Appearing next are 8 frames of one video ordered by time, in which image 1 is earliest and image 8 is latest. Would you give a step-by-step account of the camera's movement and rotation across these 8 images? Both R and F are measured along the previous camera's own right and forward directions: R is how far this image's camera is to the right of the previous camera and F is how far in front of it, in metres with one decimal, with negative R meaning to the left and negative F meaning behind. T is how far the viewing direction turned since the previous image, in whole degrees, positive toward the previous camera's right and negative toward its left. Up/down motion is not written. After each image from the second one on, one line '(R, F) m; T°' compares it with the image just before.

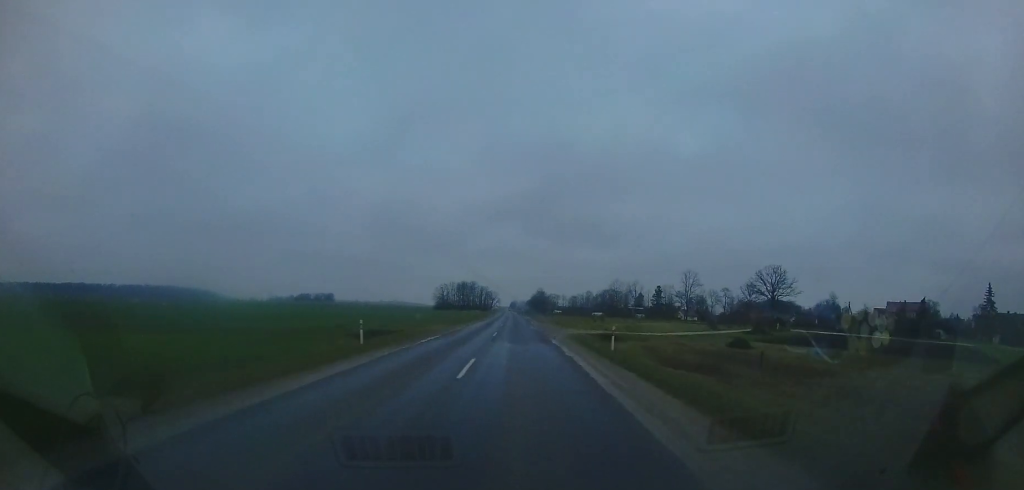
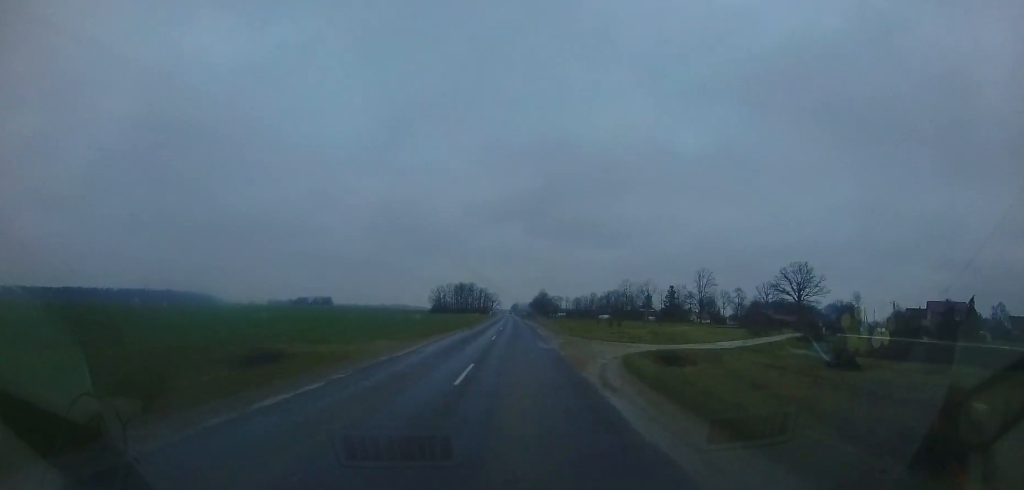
(-0.3, +12.2) m; 0°
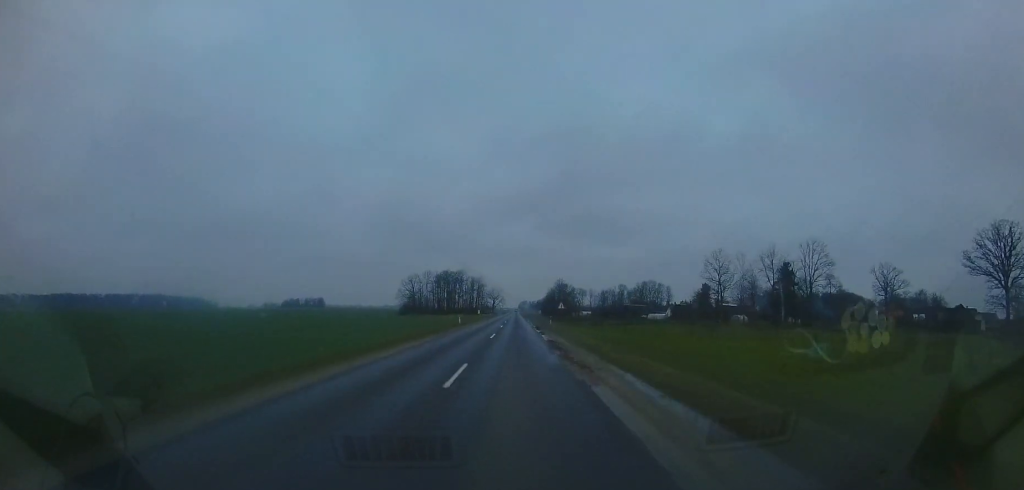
(-0.5, +61.0) m; -1°
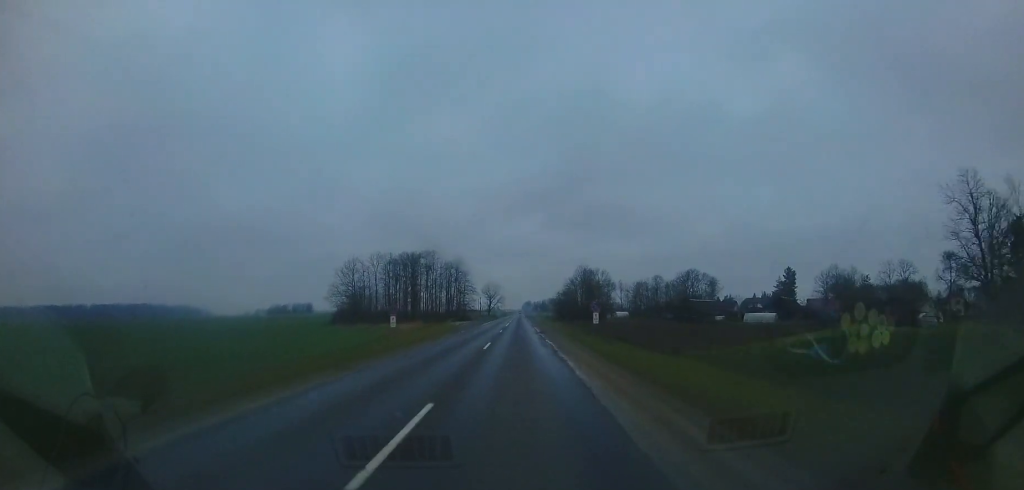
(-1.3, +52.2) m; -2°
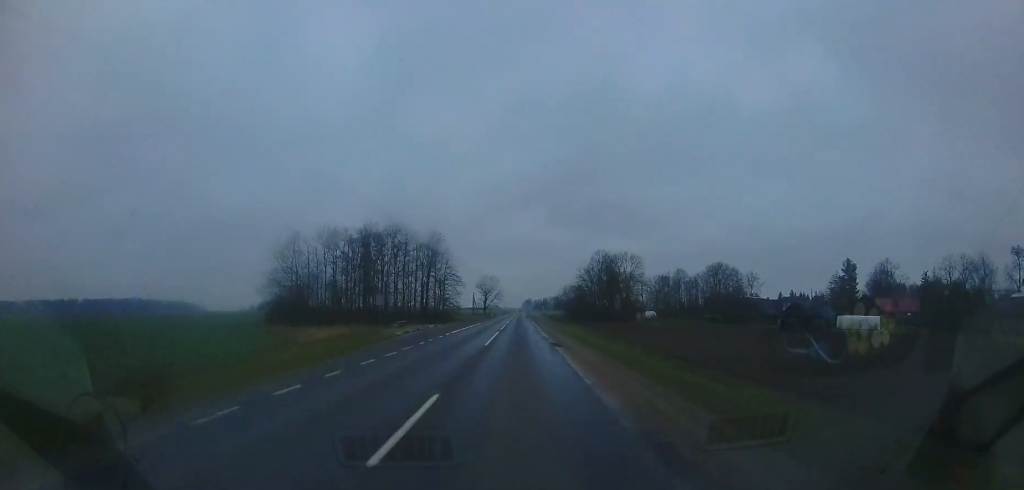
(0.0, +23.7) m; 0°
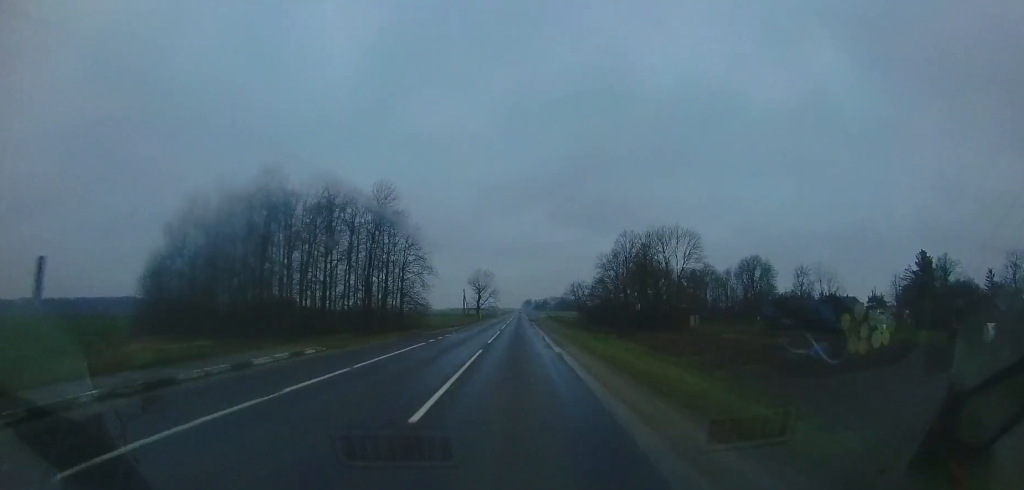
(0.0, +22.6) m; +1°
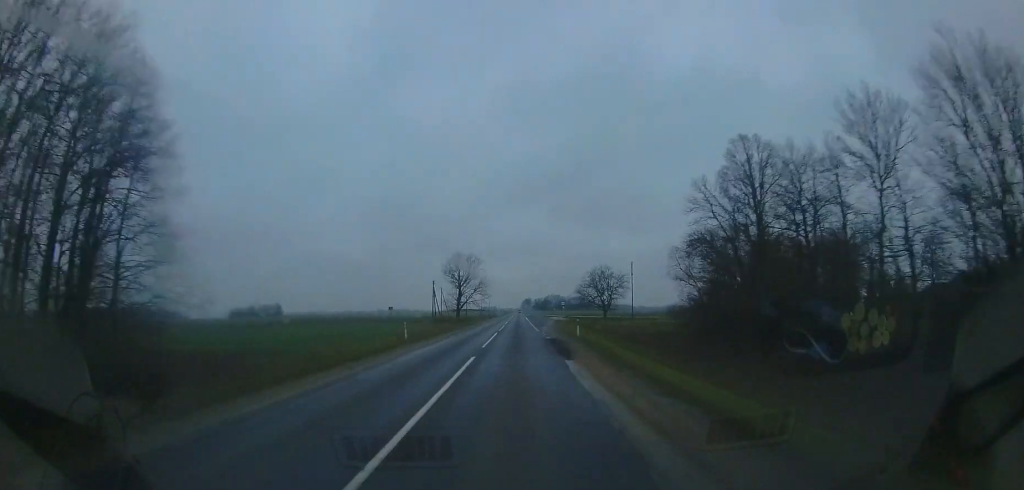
(+0.4, +38.2) m; +1°
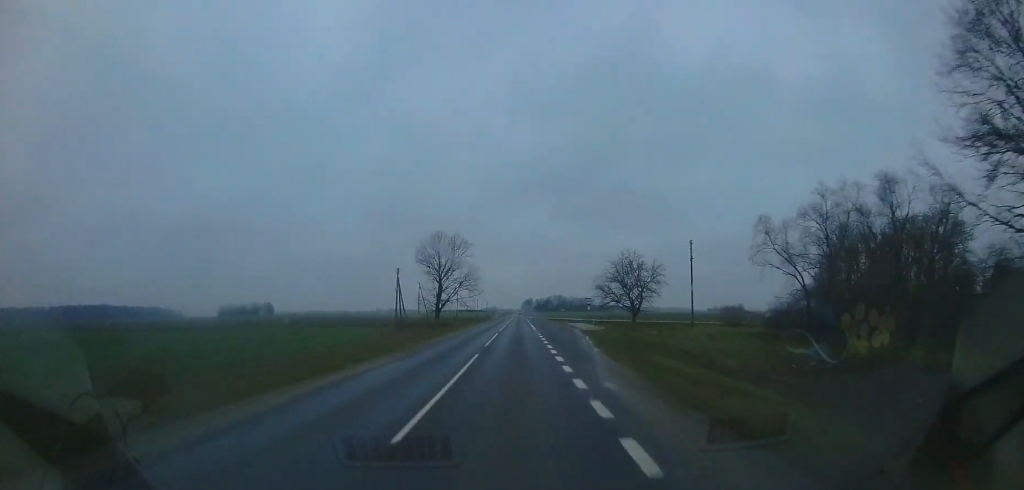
(-0.1, +22.7) m; 0°
